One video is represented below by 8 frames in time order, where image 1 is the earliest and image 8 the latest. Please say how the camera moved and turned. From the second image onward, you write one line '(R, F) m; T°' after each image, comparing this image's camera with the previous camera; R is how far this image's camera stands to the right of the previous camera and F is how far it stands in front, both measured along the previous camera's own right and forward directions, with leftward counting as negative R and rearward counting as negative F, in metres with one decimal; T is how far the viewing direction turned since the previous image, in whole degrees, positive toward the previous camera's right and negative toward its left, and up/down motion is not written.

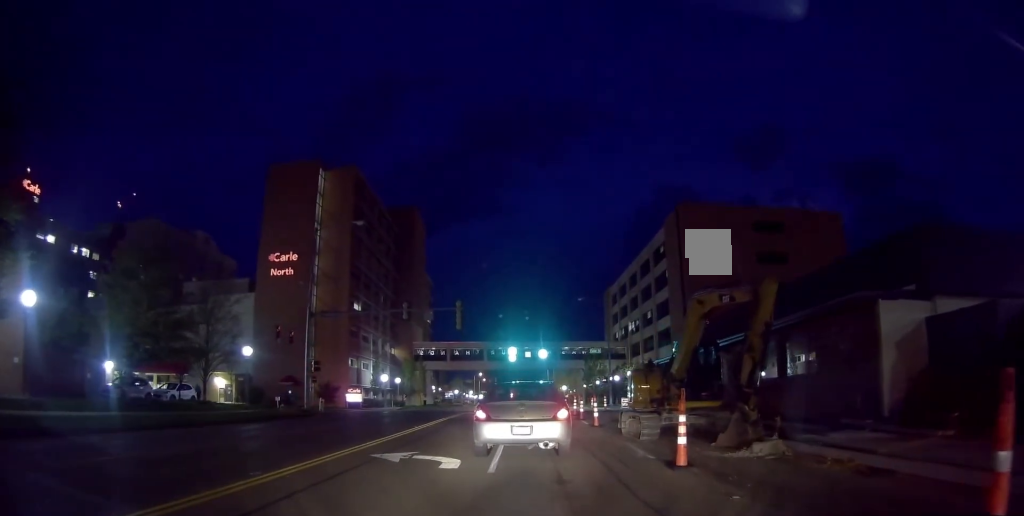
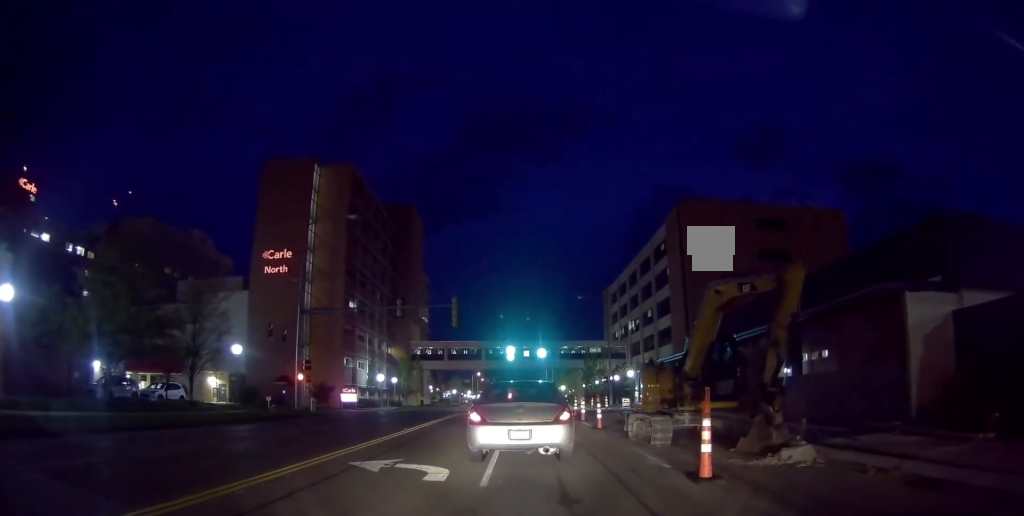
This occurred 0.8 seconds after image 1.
(-0.1, +1.2) m; -5°
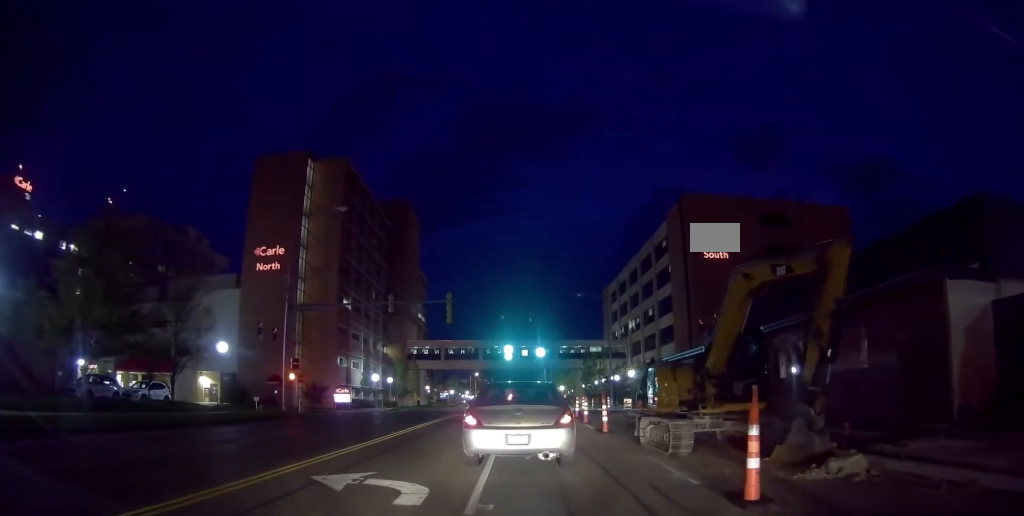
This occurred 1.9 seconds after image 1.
(-0.1, +1.8) m; -2°
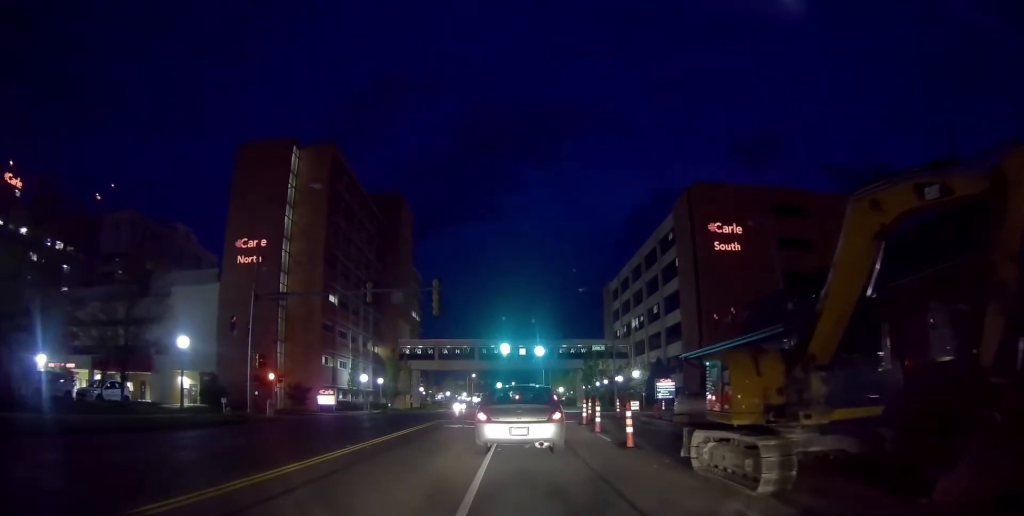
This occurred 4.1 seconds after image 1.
(0.0, +4.3) m; 0°
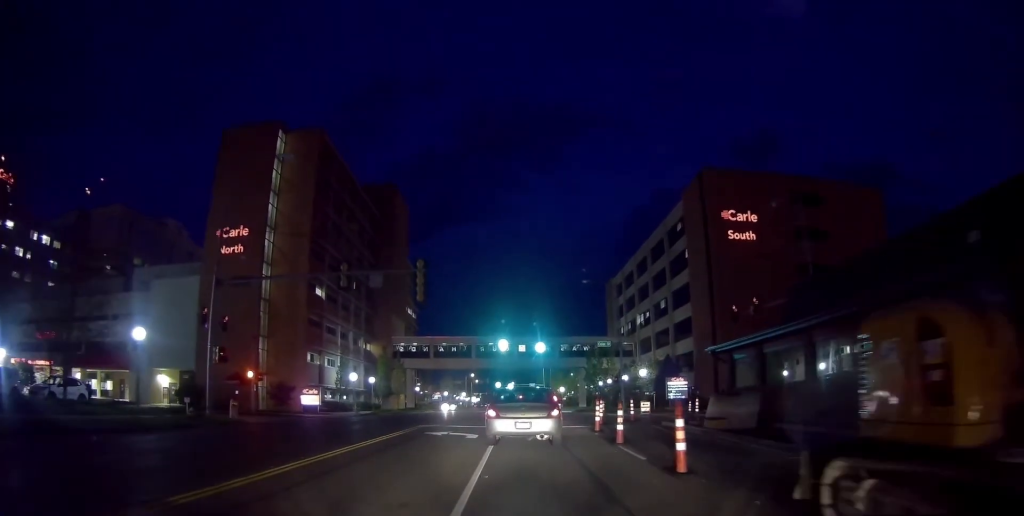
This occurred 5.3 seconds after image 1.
(0.0, +3.8) m; 0°
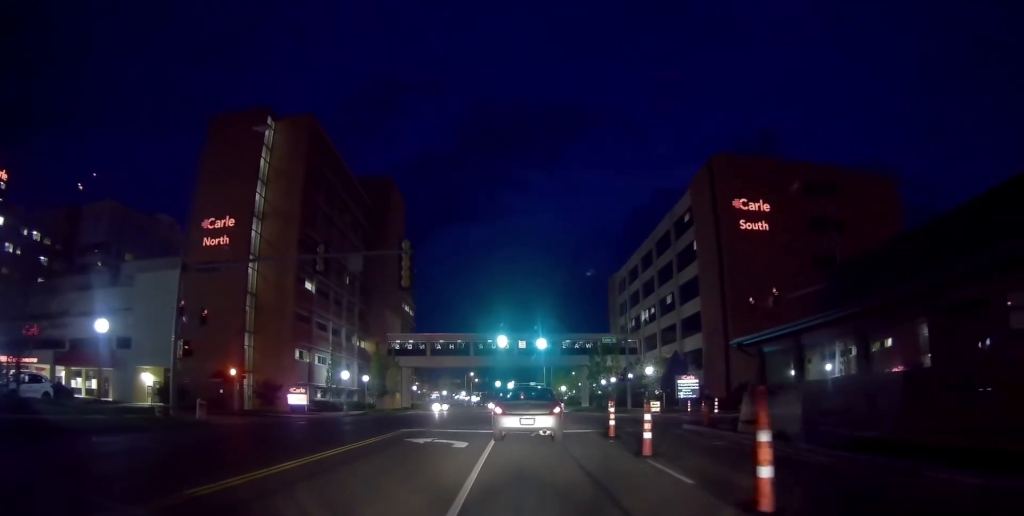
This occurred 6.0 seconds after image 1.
(0.0, +2.9) m; 0°
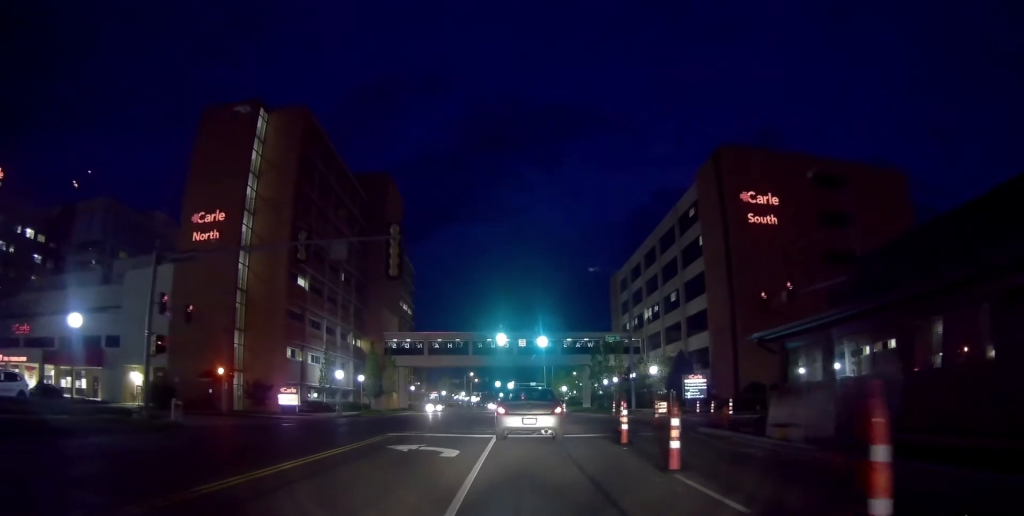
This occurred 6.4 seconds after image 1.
(0.0, +2.0) m; 0°
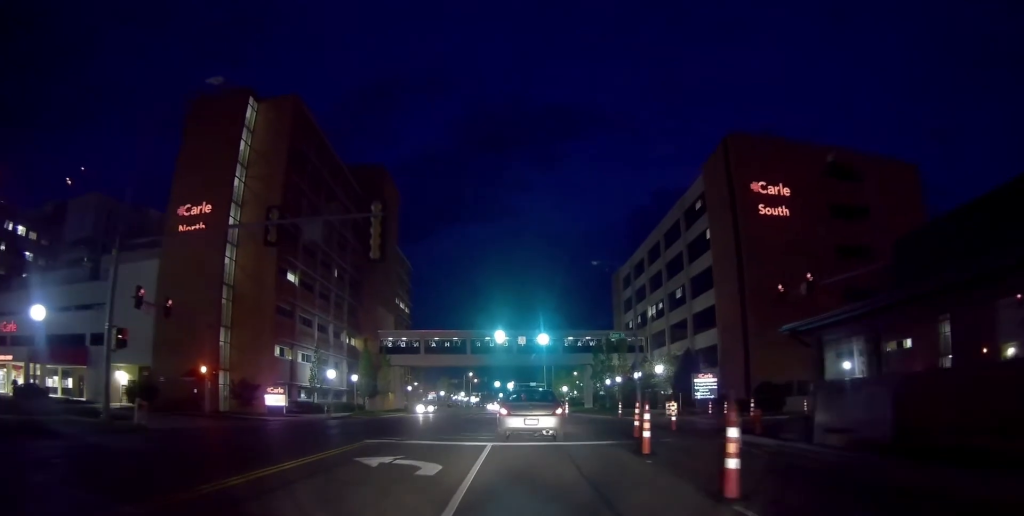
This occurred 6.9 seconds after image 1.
(0.0, +2.5) m; -2°
